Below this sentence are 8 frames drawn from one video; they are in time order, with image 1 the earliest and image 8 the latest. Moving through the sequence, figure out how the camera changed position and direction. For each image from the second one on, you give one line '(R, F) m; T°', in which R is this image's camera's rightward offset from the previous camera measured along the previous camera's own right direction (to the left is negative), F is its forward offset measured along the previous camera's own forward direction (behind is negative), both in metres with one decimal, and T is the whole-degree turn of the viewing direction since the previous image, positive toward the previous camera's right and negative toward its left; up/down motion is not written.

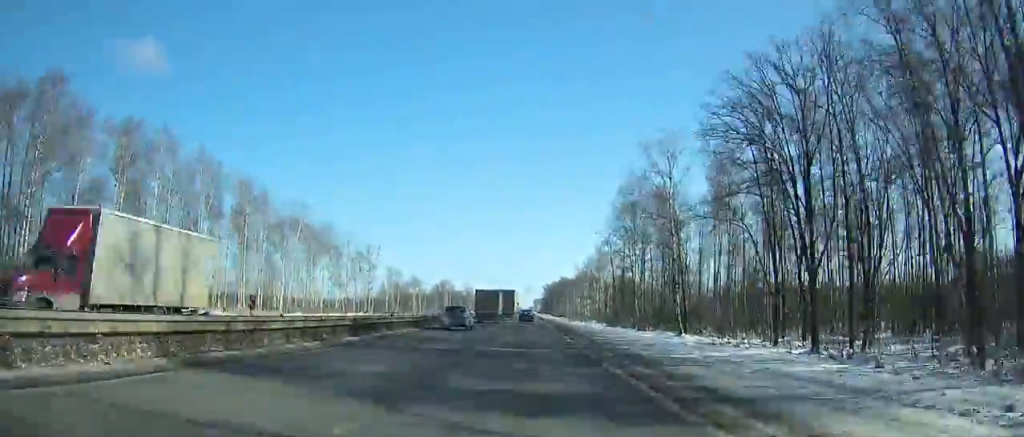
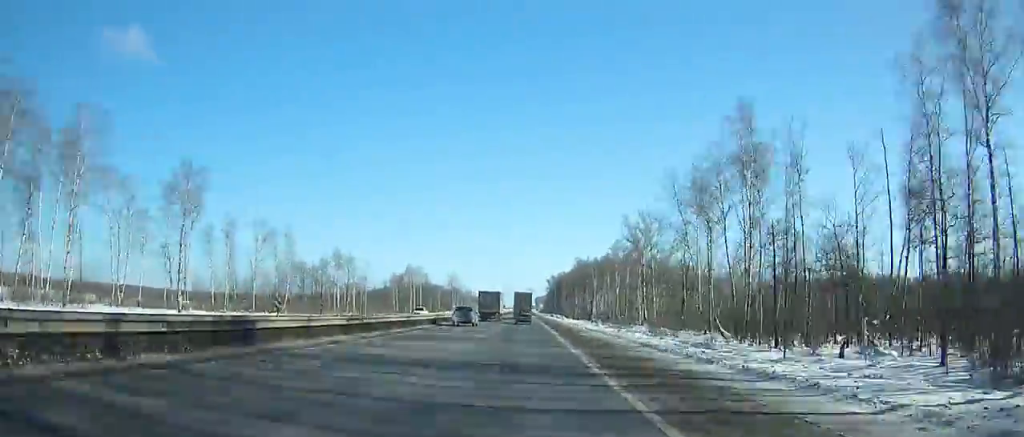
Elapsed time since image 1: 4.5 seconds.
(0.0, +100.1) m; 0°
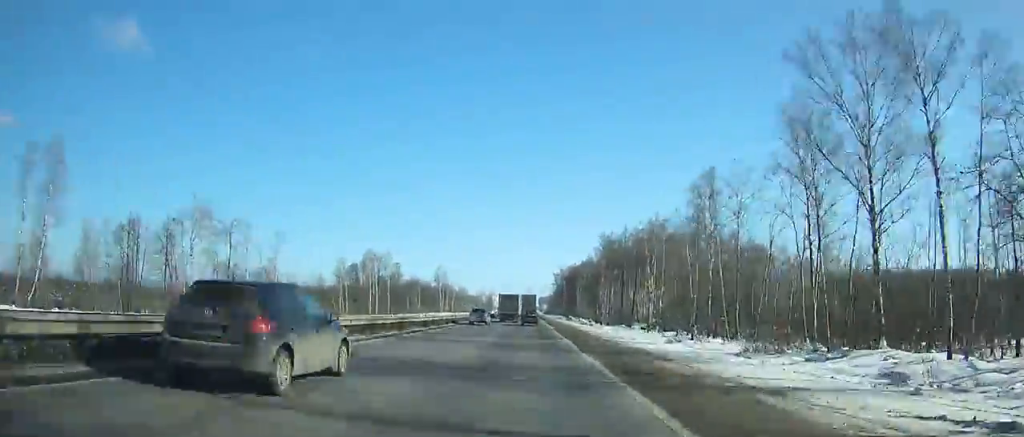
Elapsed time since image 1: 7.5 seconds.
(-0.1, +66.1) m; 0°
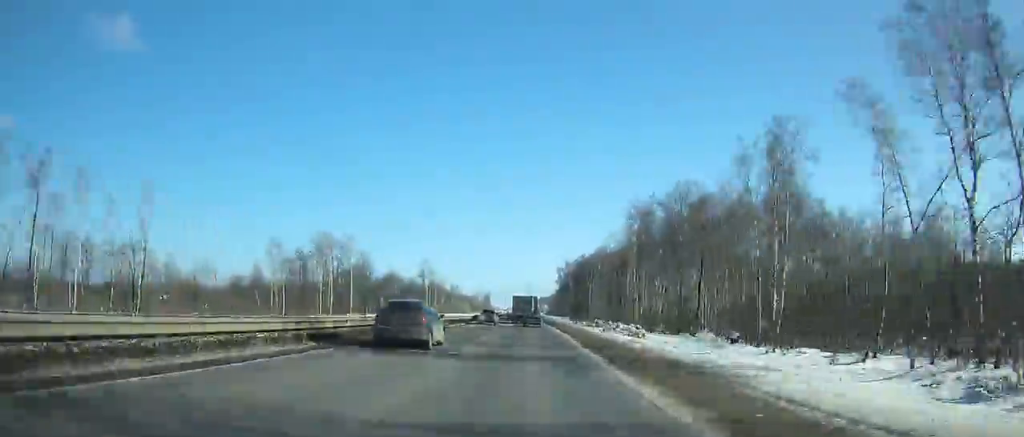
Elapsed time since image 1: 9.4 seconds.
(-0.1, +41.7) m; 0°
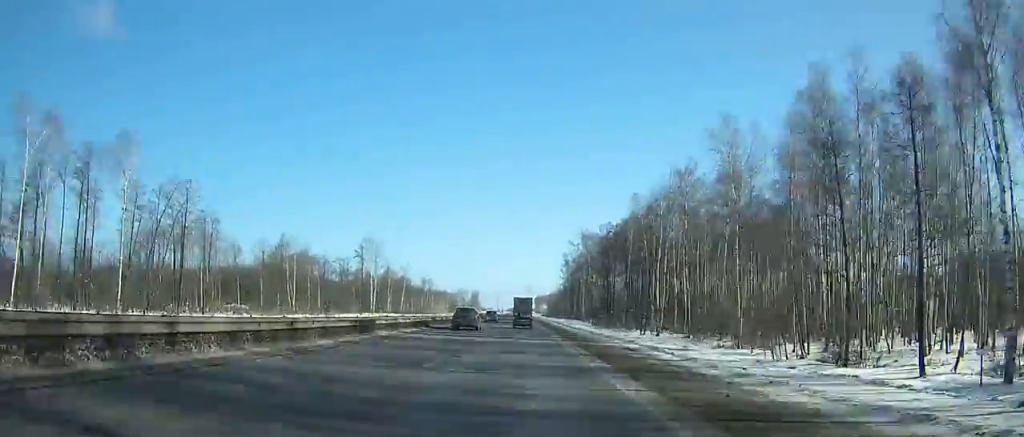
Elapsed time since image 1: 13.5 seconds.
(+0.1, +90.4) m; 0°
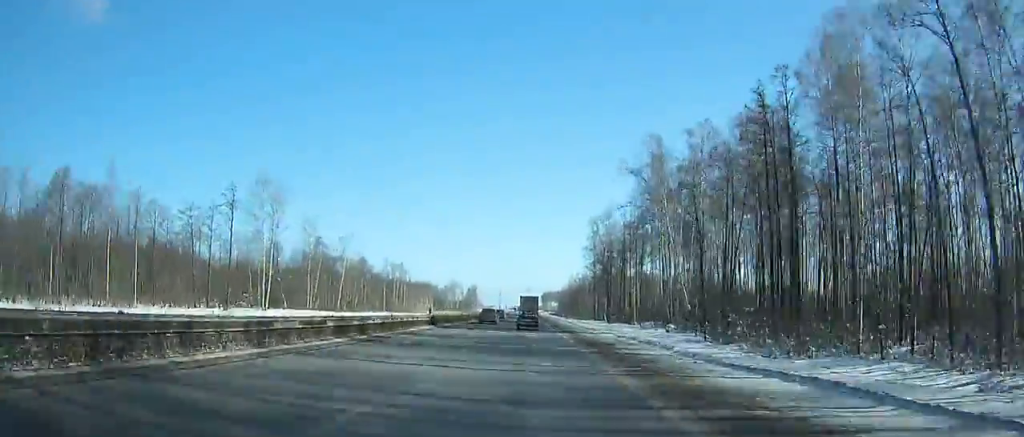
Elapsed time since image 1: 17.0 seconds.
(-0.3, +77.6) m; 0°
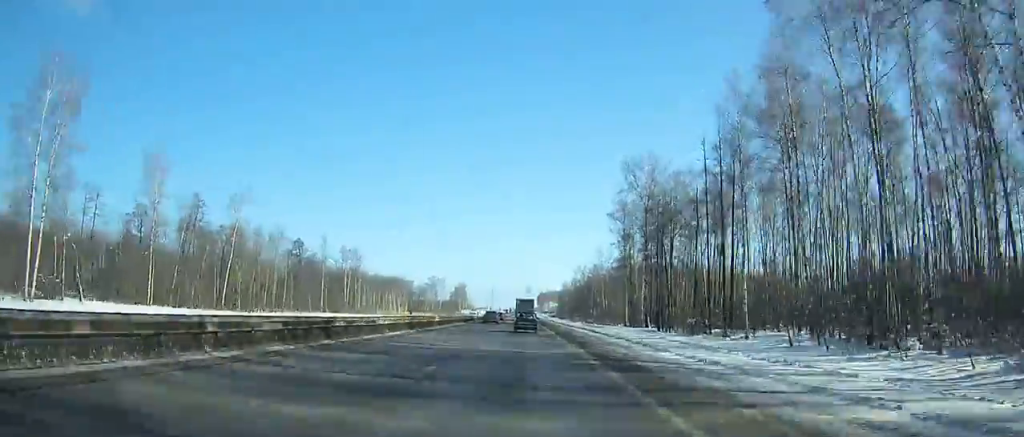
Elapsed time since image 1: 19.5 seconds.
(-0.1, +55.8) m; 0°
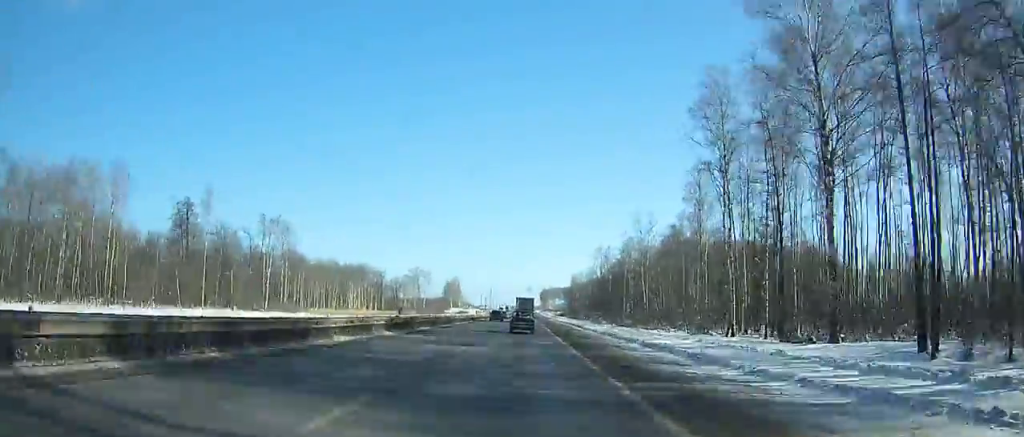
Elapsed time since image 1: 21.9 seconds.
(+0.1, +53.8) m; 0°
